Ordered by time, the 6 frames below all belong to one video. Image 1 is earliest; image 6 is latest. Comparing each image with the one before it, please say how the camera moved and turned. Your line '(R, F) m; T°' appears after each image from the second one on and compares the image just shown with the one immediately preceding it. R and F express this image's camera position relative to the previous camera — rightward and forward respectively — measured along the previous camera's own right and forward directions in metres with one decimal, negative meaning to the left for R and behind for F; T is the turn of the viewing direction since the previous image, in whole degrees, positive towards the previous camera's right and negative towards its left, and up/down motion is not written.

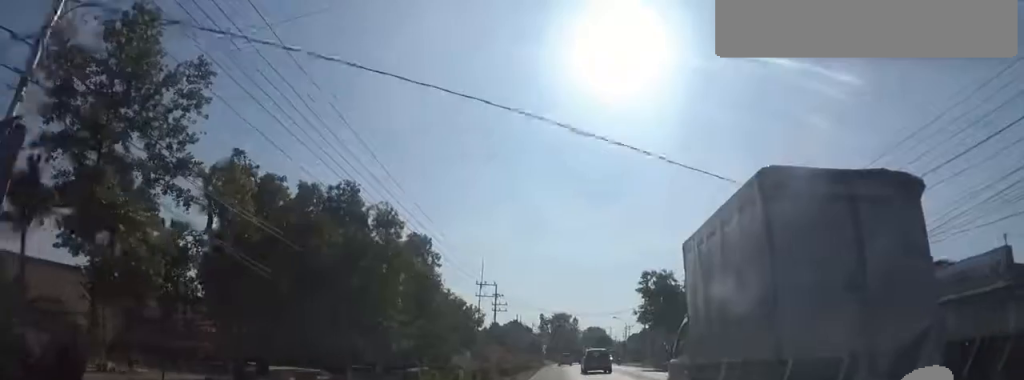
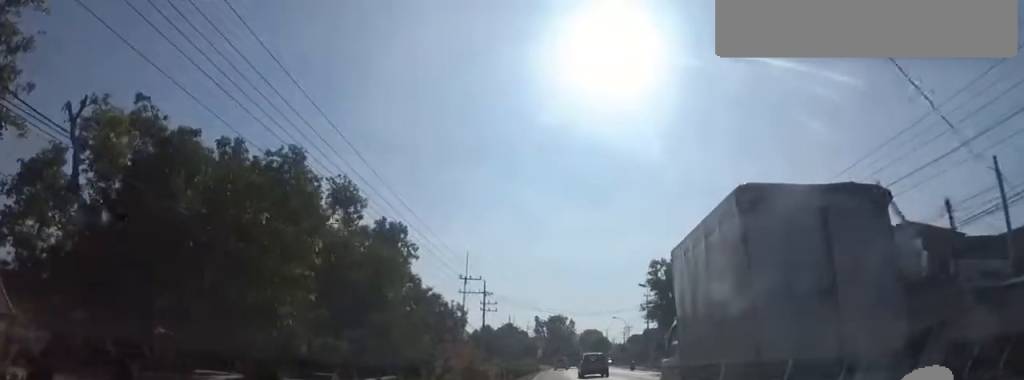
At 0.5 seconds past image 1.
(+0.1, +6.0) m; 0°
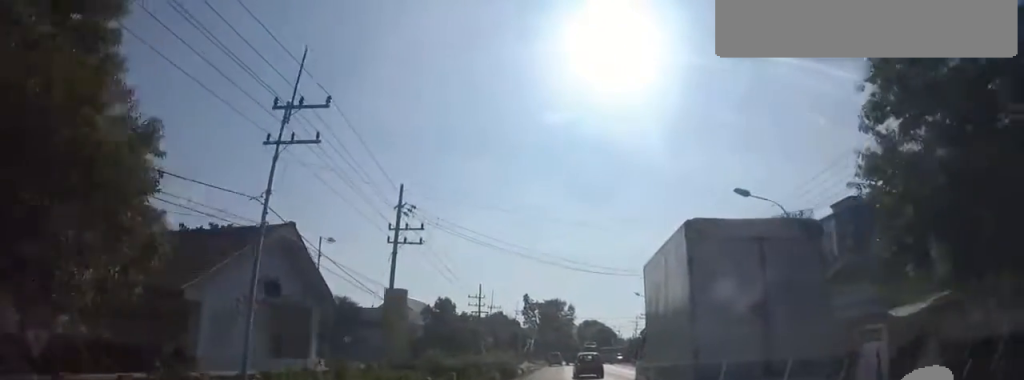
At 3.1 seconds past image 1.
(+1.6, +29.1) m; +2°
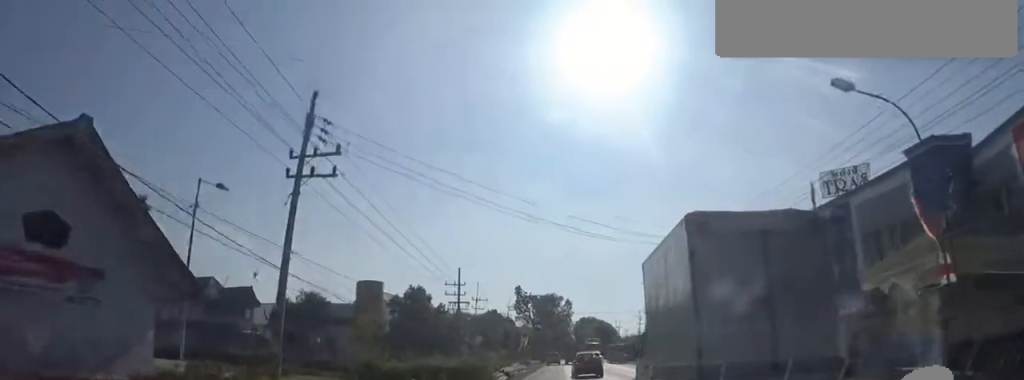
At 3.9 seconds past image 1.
(-0.9, +9.5) m; -2°
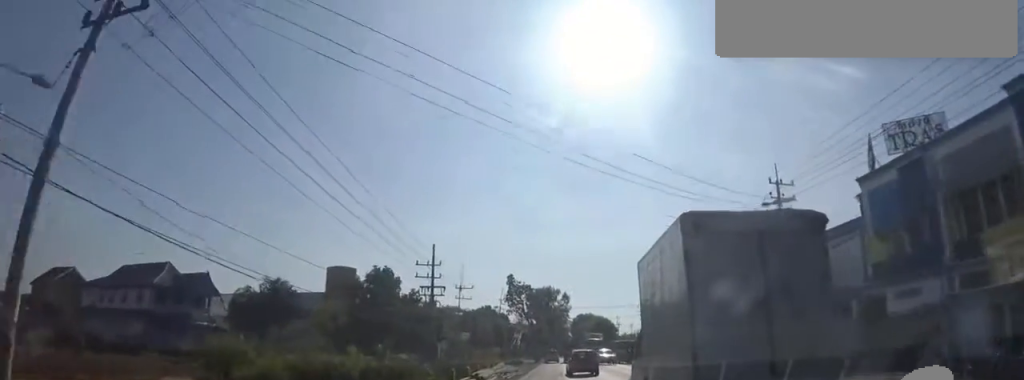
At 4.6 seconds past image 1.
(-0.1, +8.4) m; +2°
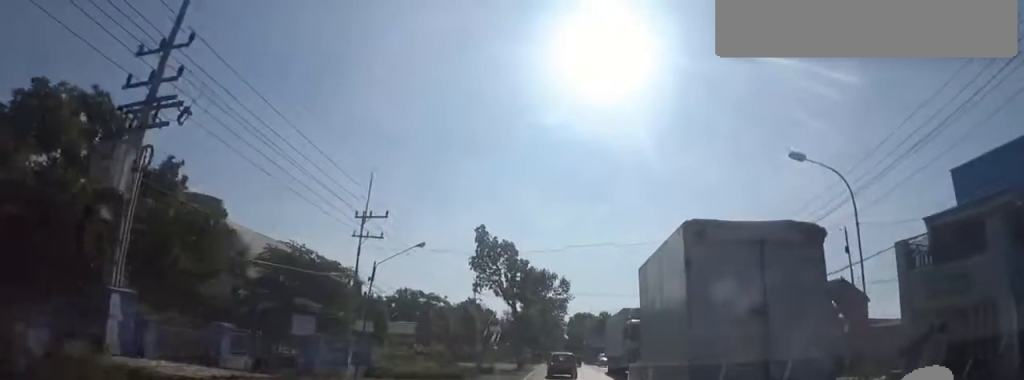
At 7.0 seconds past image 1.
(+0.5, +26.6) m; -2°
